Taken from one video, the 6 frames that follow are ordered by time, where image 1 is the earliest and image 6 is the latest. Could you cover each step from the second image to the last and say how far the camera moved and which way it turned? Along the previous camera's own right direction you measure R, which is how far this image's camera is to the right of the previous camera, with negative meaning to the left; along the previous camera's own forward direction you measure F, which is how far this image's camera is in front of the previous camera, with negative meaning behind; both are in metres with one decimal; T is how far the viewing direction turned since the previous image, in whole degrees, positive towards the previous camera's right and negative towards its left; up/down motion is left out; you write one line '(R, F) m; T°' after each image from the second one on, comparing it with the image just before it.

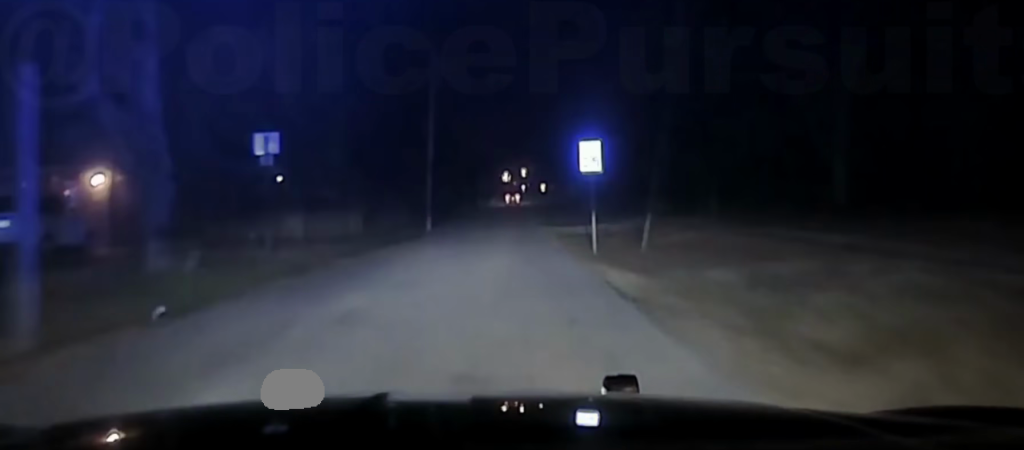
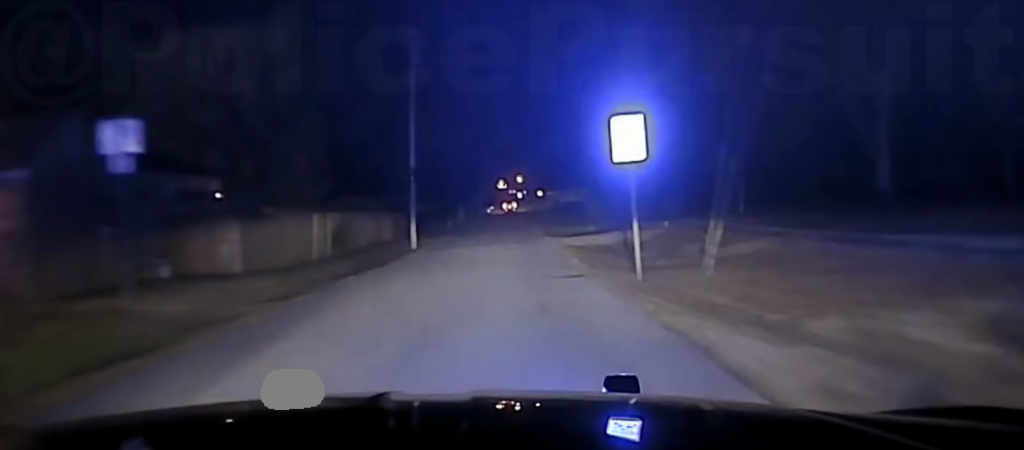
(0.0, +8.4) m; -1°
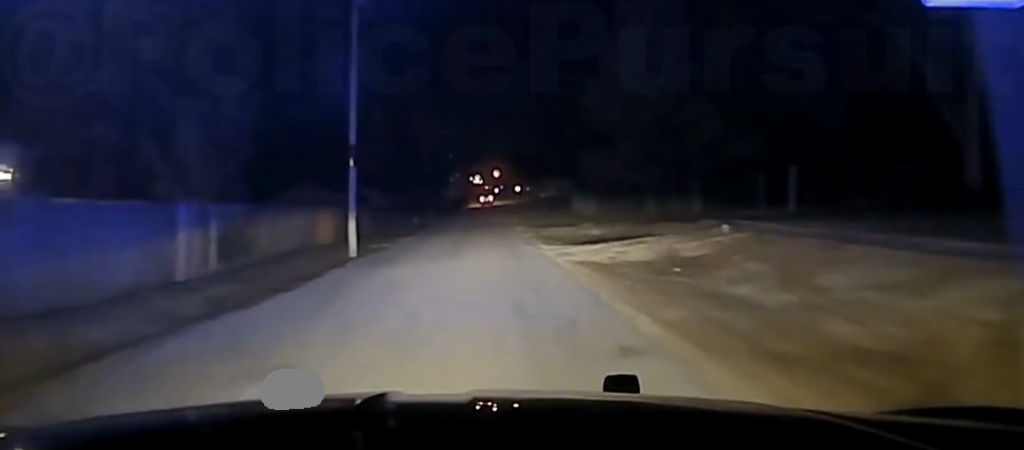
(-0.3, +15.9) m; -1°
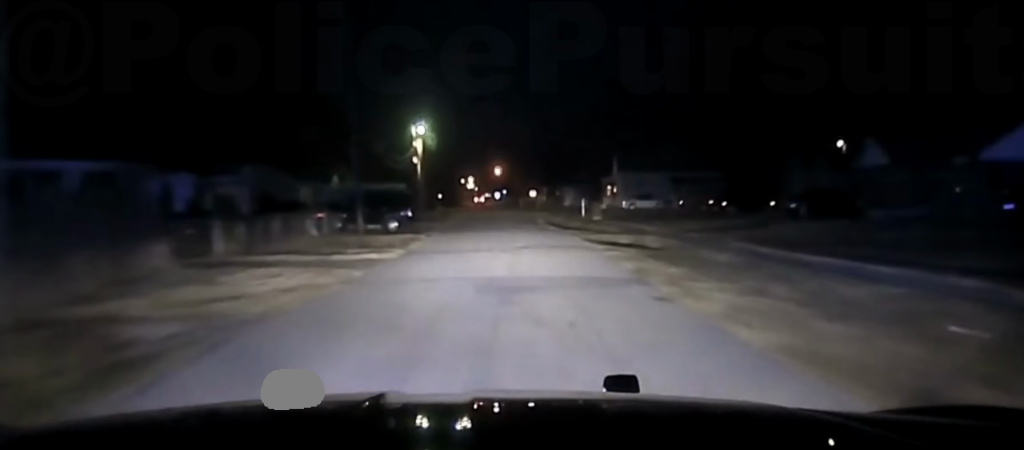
(+1.0, +126.5) m; +3°
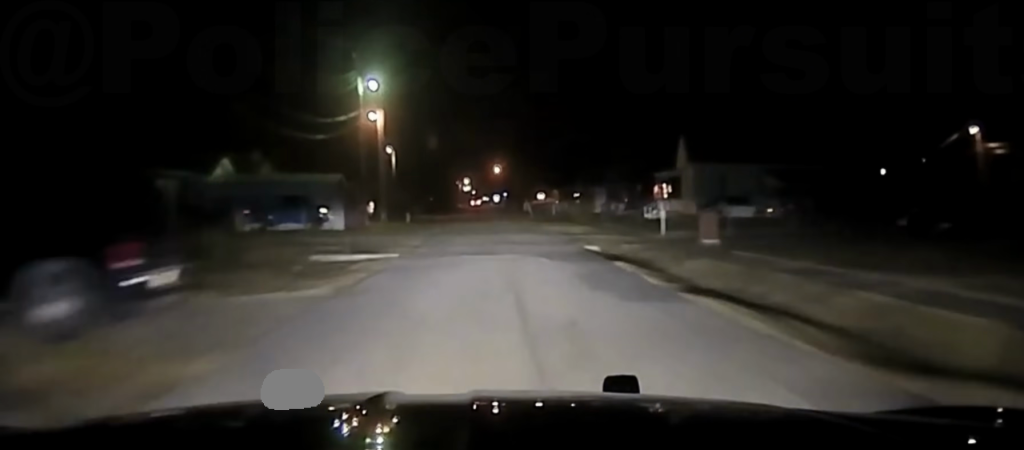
(0.0, +37.4) m; 0°
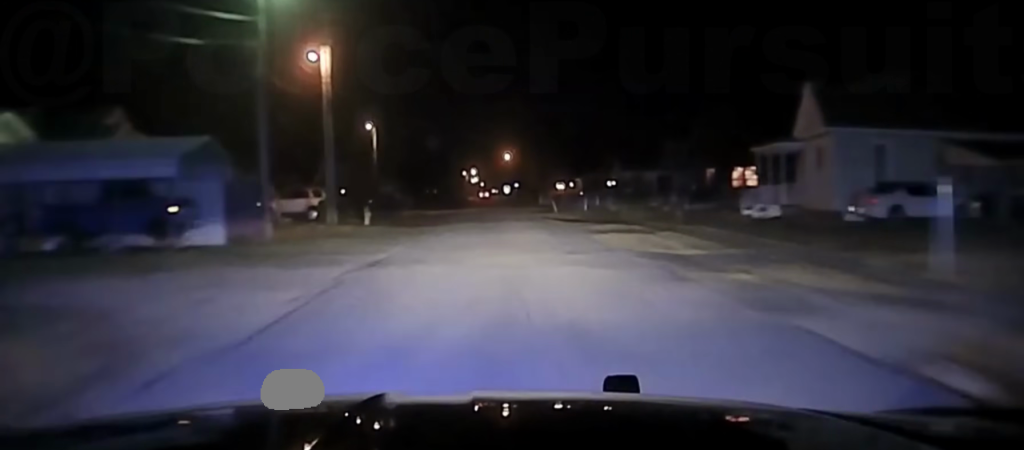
(-0.1, +25.7) m; -1°
